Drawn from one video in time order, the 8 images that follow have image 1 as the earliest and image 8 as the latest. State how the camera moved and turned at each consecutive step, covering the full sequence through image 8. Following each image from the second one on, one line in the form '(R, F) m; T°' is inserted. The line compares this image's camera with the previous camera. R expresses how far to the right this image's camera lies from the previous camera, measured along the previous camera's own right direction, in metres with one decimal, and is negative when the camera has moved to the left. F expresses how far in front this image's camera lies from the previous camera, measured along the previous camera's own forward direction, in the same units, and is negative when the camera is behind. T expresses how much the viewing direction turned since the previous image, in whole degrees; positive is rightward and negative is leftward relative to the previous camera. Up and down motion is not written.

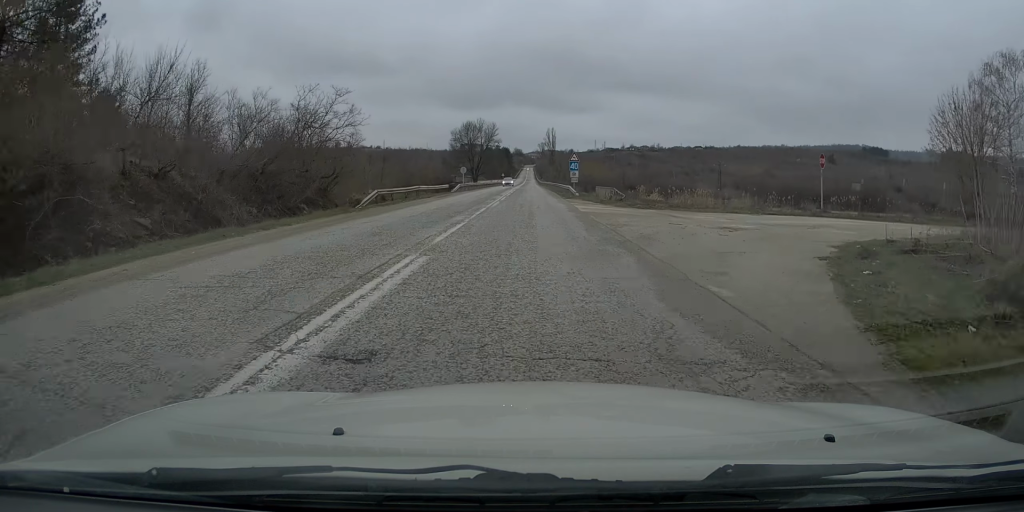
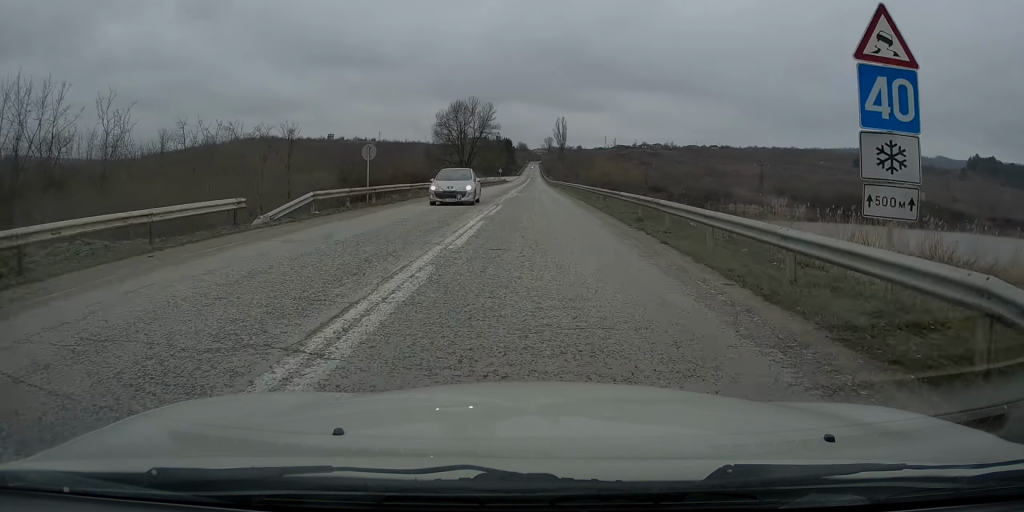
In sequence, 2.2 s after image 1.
(-0.3, +44.3) m; -2°
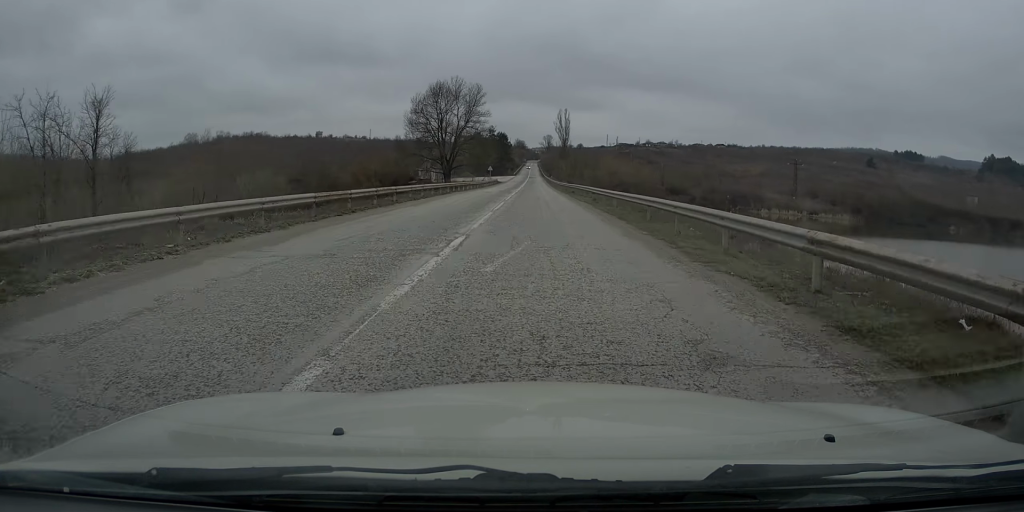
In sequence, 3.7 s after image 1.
(-0.2, +30.9) m; 0°
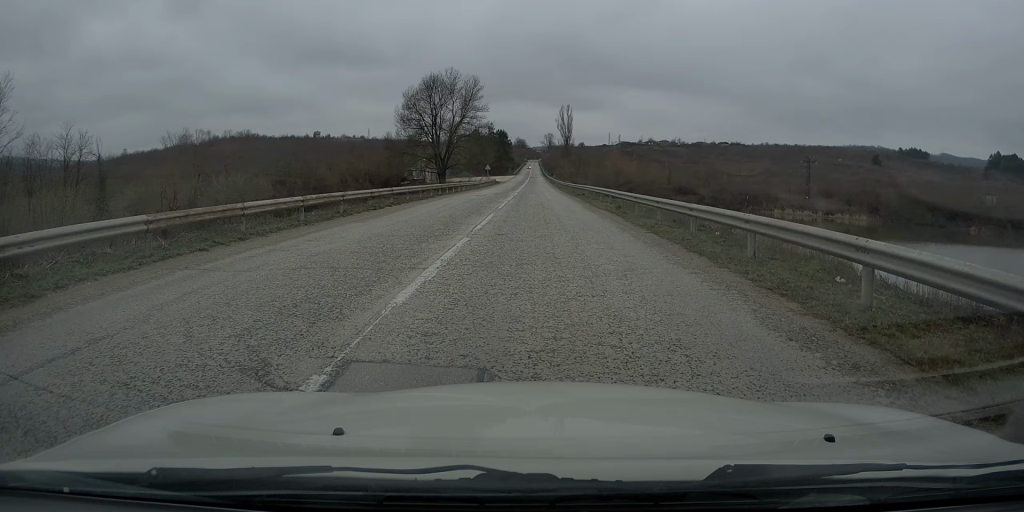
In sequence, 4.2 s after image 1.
(0.0, +8.8) m; 0°
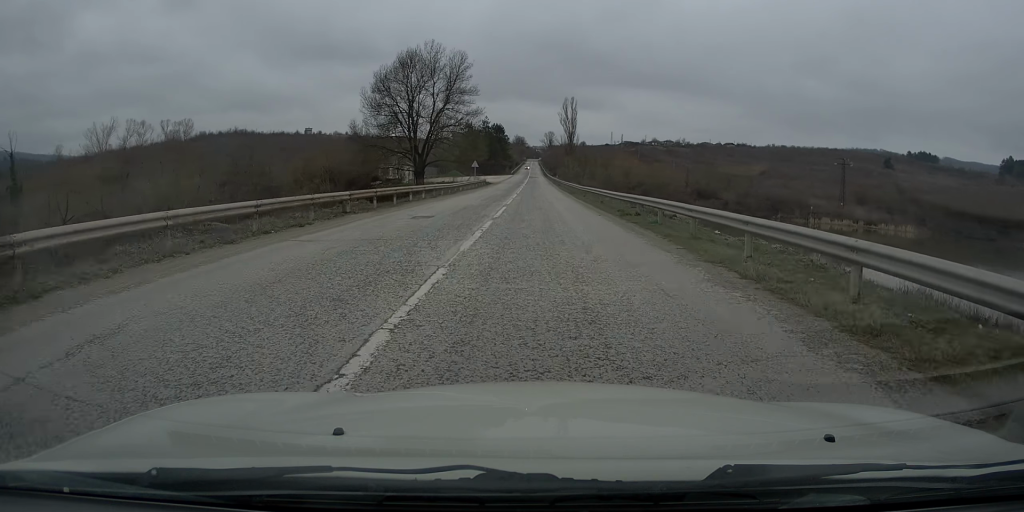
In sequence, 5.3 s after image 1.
(+0.1, +22.4) m; 0°
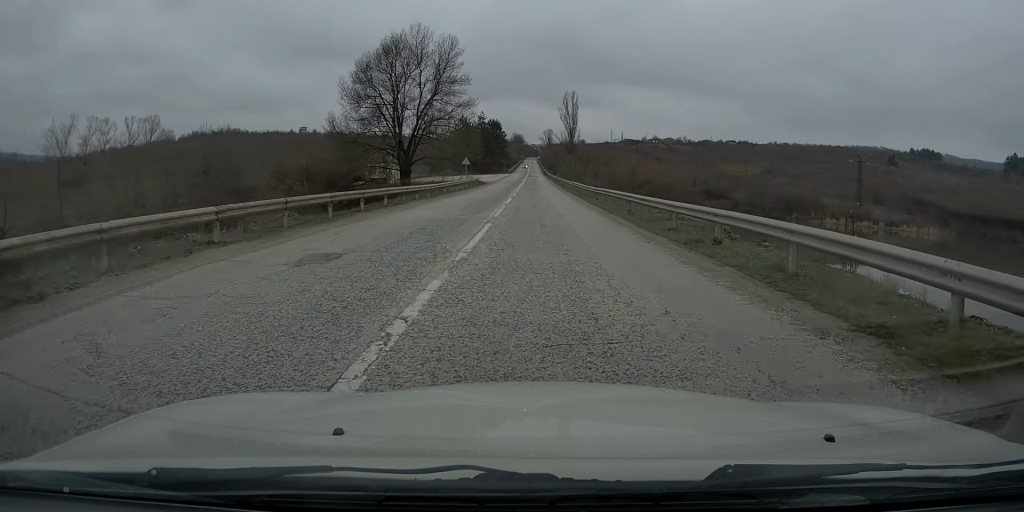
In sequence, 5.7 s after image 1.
(-0.1, +9.6) m; 0°
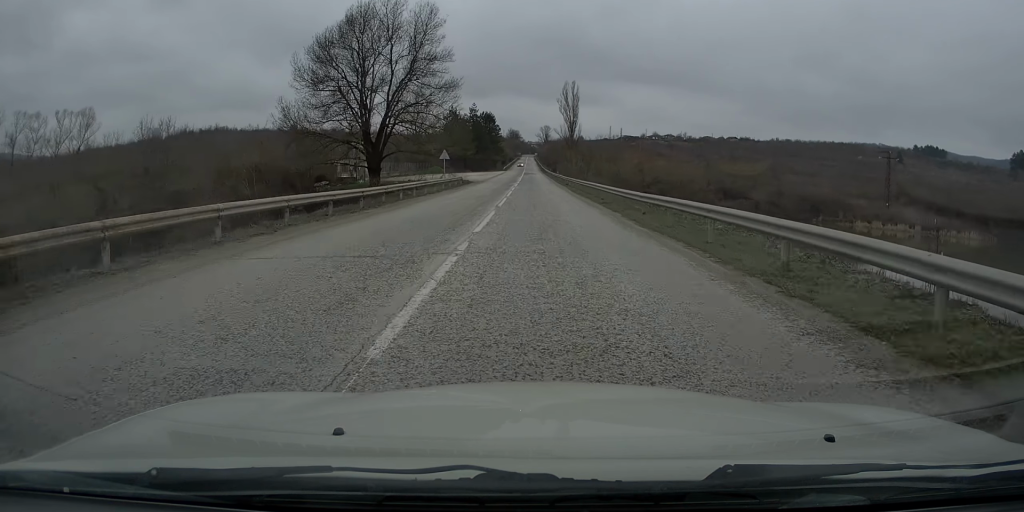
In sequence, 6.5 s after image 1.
(+0.1, +15.1) m; 0°
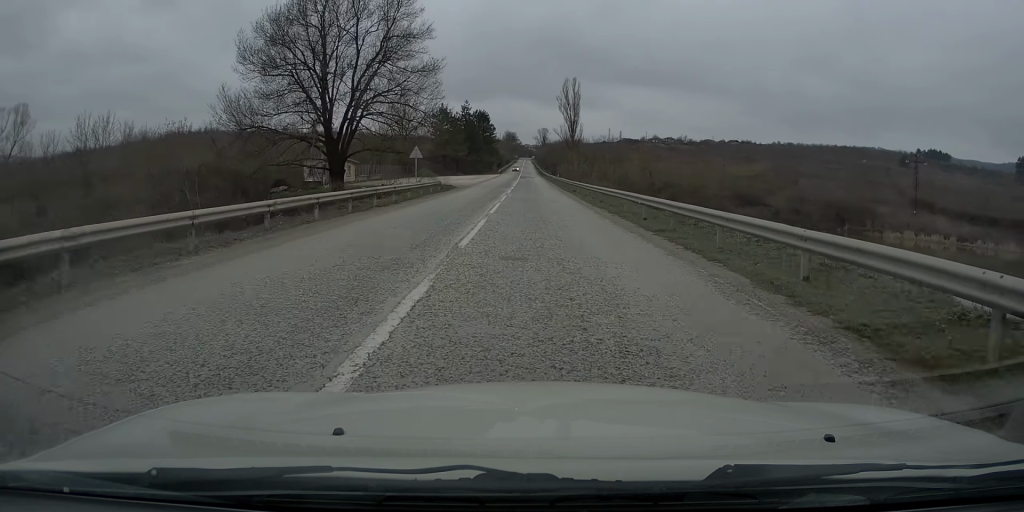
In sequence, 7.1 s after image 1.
(+0.1, +12.4) m; 0°
